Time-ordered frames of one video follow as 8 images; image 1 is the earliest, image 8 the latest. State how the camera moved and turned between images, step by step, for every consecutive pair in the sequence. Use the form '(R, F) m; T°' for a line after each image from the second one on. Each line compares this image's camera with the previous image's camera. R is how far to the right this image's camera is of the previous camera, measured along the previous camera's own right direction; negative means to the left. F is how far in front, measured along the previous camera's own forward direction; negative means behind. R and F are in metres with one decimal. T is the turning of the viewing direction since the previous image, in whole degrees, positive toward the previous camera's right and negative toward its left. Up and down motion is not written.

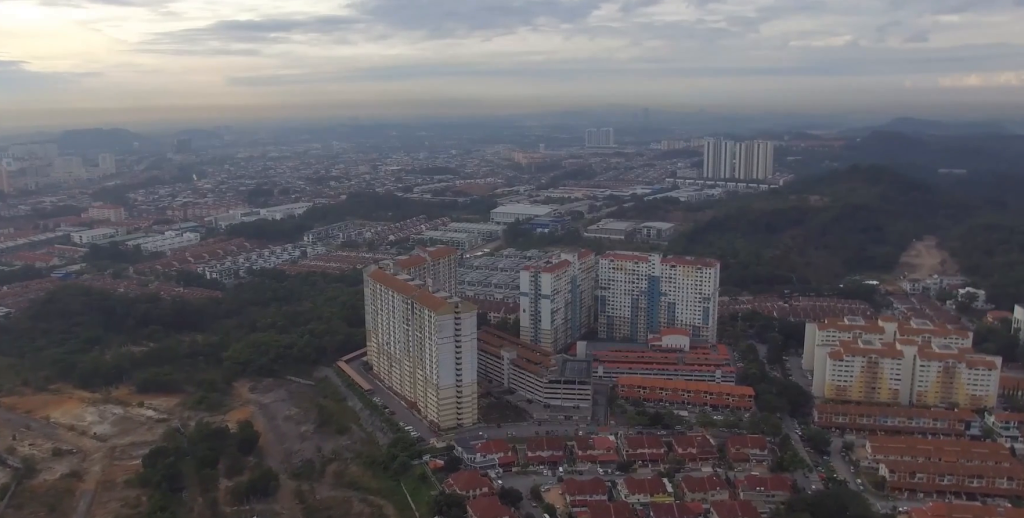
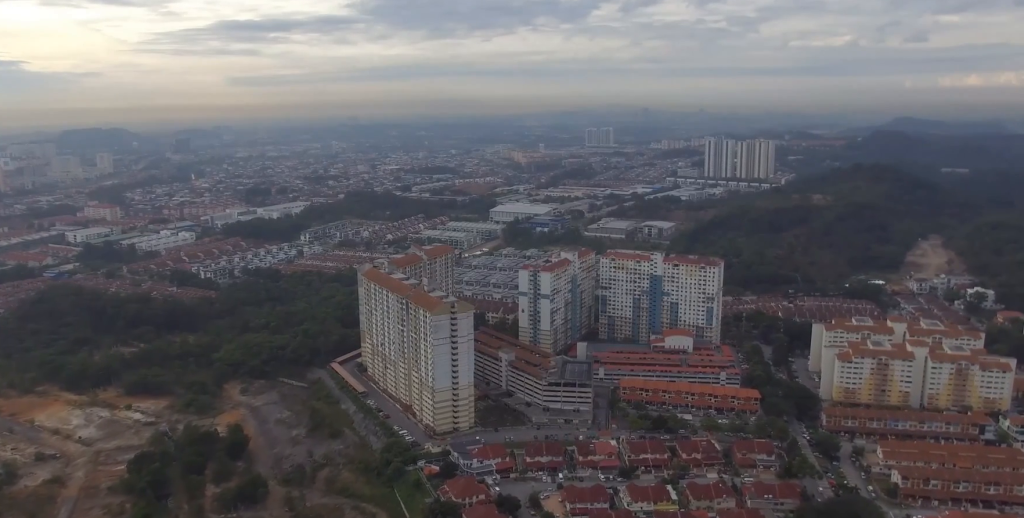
(0.0, +13.1) m; 0°
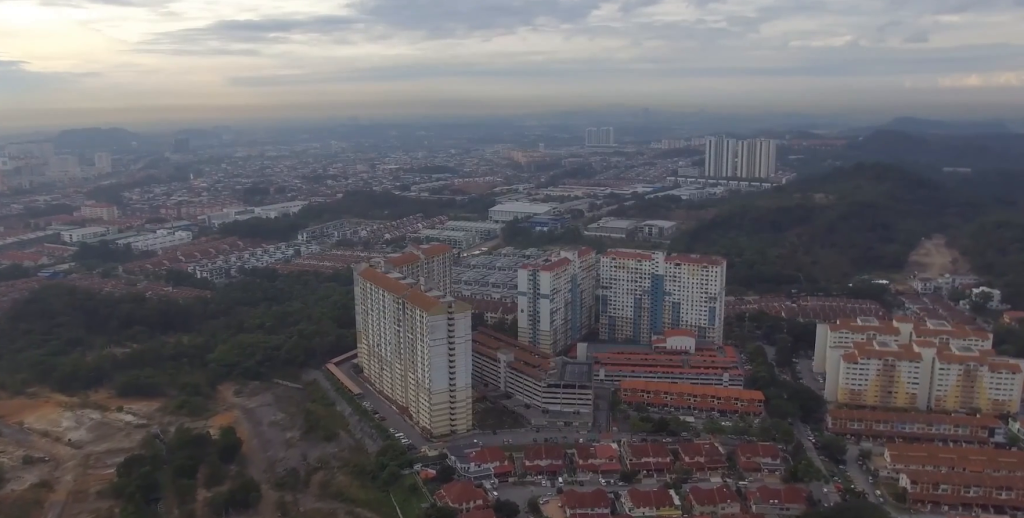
(0.0, +8.6) m; 0°
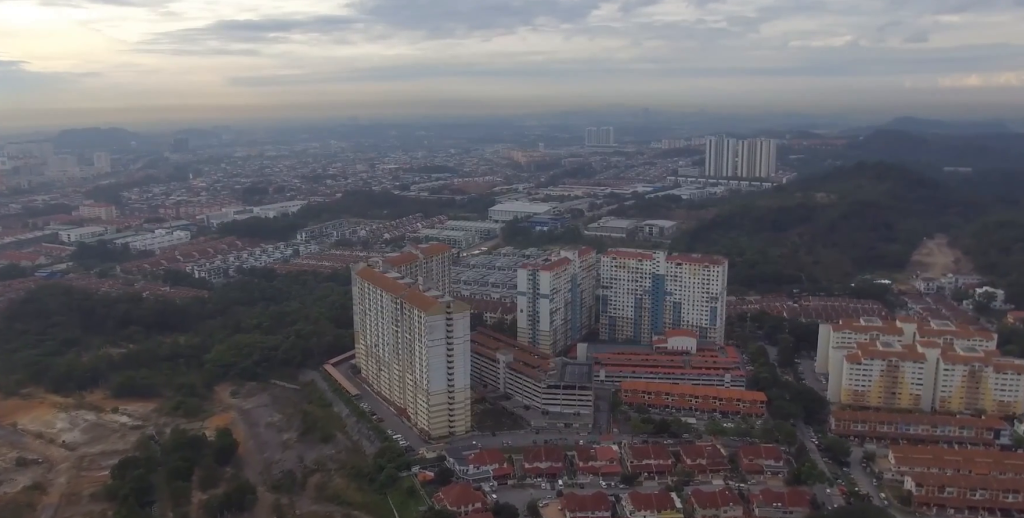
(0.0, +4.5) m; 0°
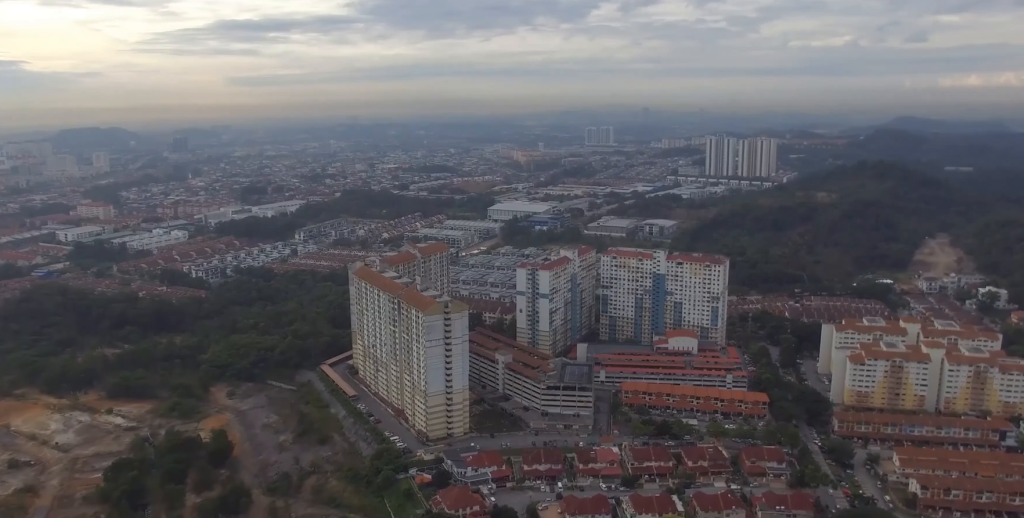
(0.0, +5.3) m; 0°
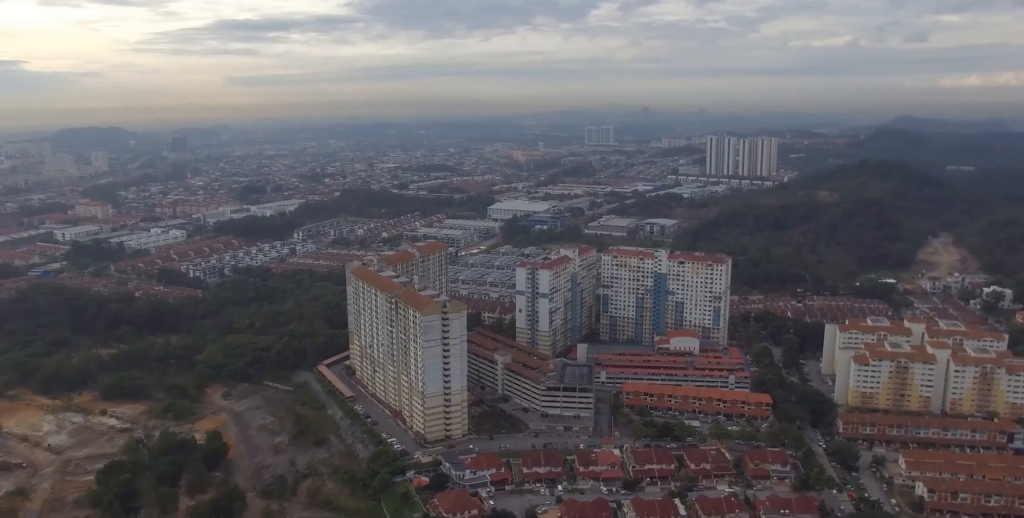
(0.0, +5.8) m; 0°
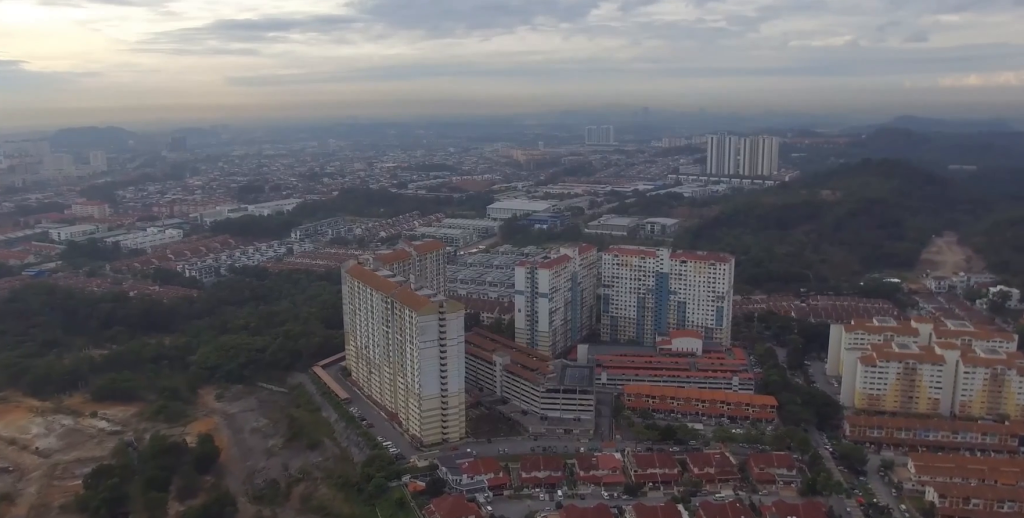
(0.0, +9.0) m; 0°
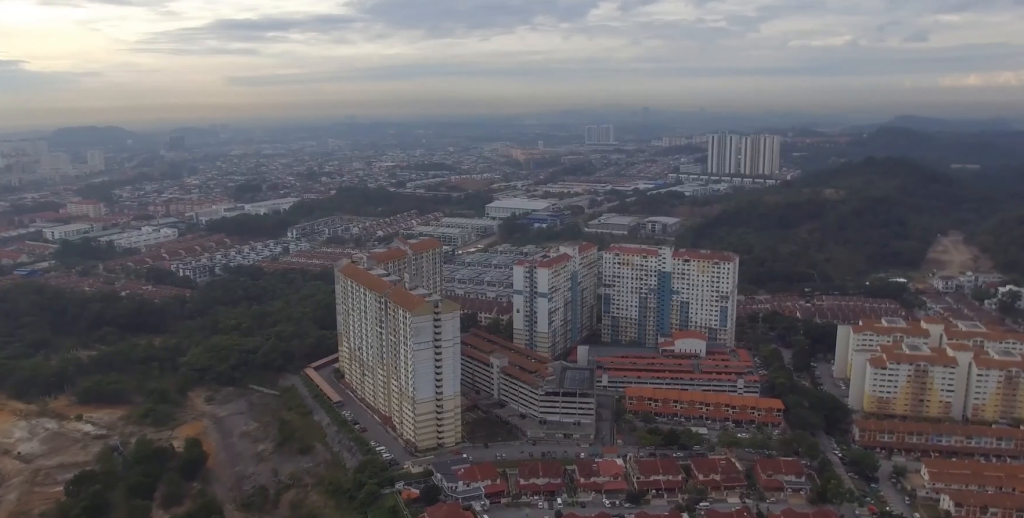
(0.0, +12.4) m; 0°
